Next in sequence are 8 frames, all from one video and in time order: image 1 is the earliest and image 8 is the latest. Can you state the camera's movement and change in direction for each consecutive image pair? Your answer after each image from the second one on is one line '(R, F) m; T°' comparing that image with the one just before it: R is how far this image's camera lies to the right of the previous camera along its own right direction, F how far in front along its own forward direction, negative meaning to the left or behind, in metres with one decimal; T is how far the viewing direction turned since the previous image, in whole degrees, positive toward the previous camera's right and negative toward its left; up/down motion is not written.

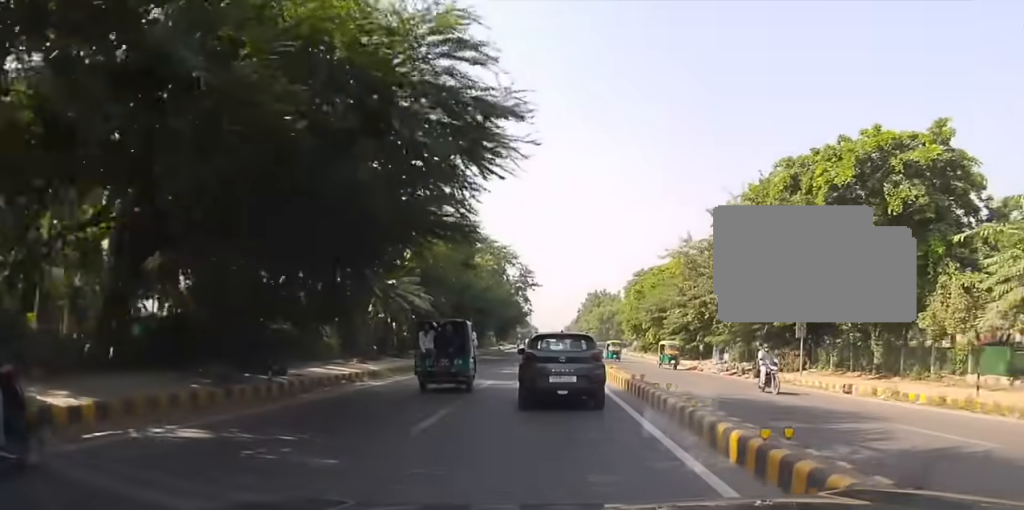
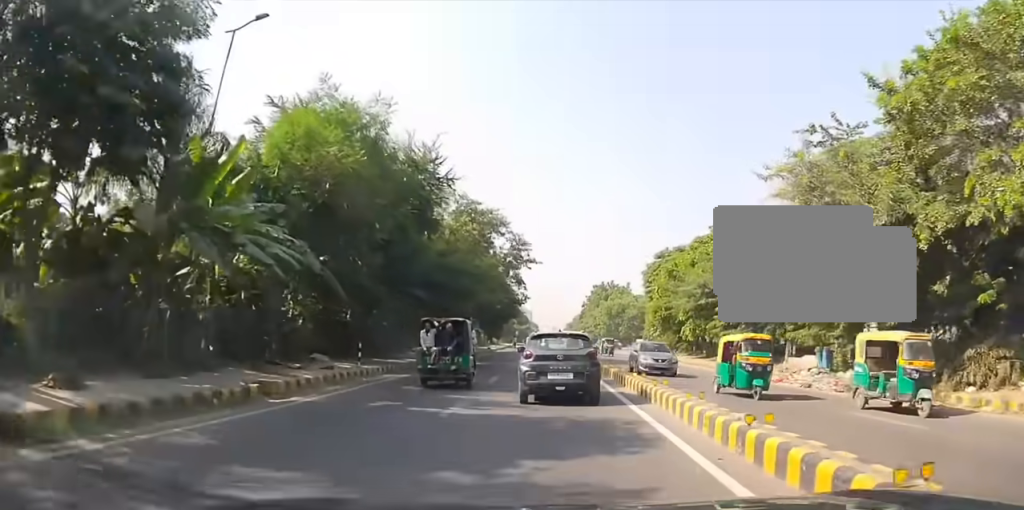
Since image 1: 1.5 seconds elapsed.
(0.0, +27.2) m; 0°
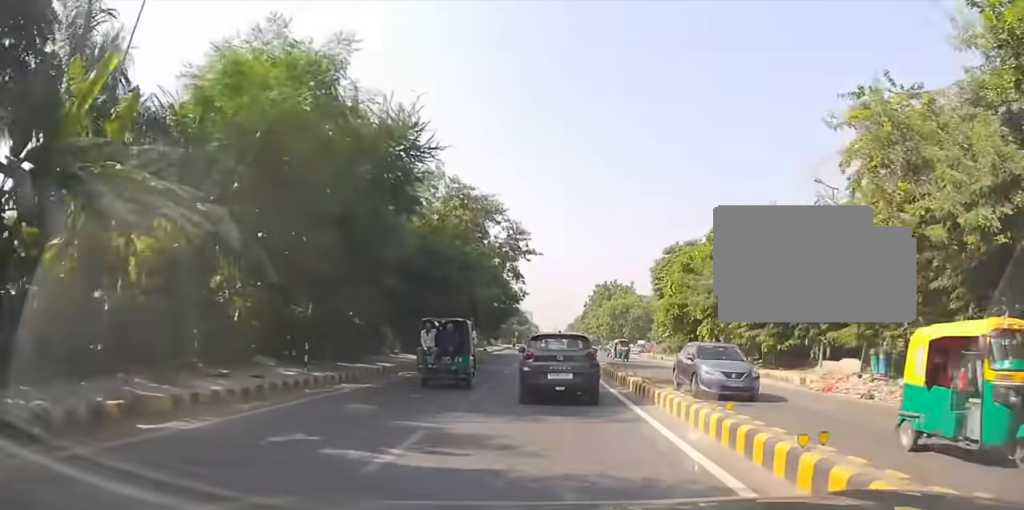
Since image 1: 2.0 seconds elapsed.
(0.0, +9.1) m; 0°
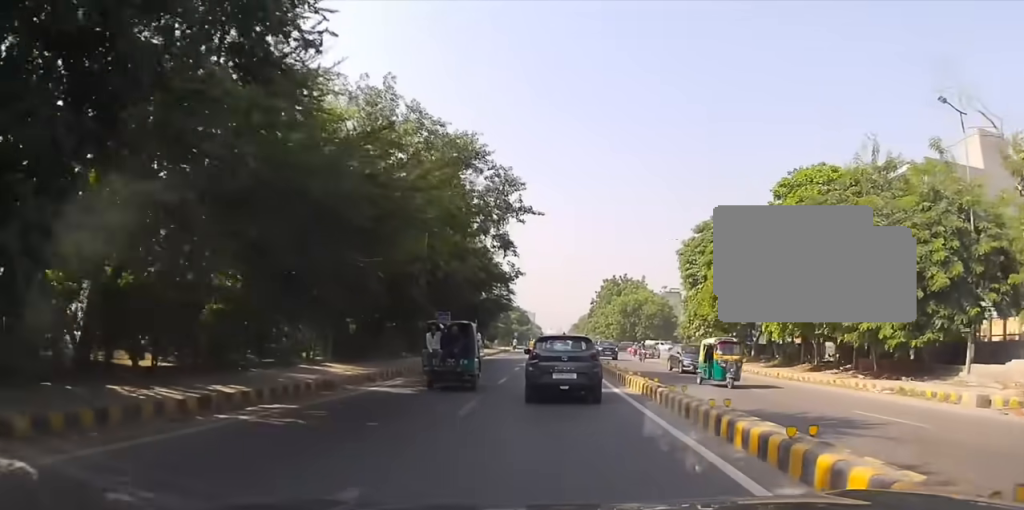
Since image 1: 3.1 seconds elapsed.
(0.0, +24.3) m; 0°
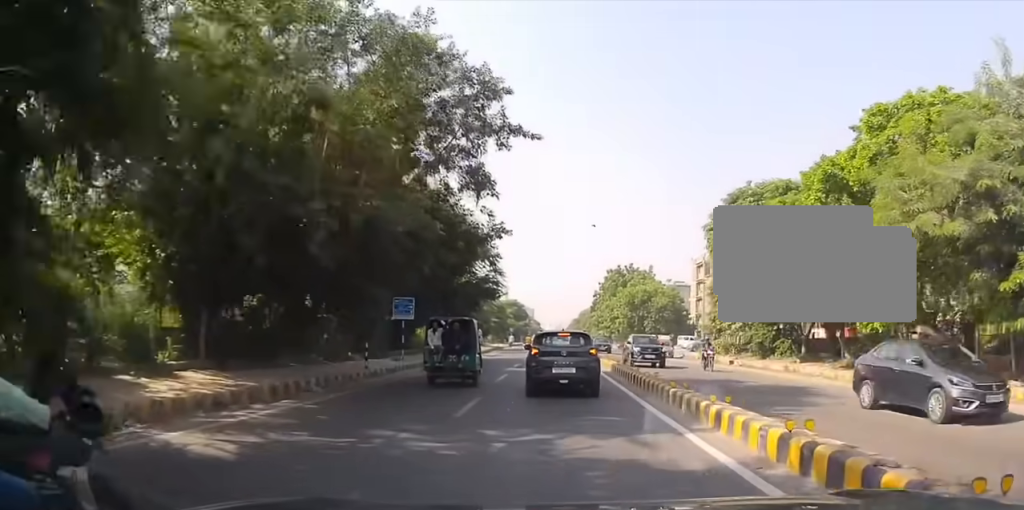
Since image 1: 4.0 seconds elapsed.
(0.0, +20.1) m; 0°
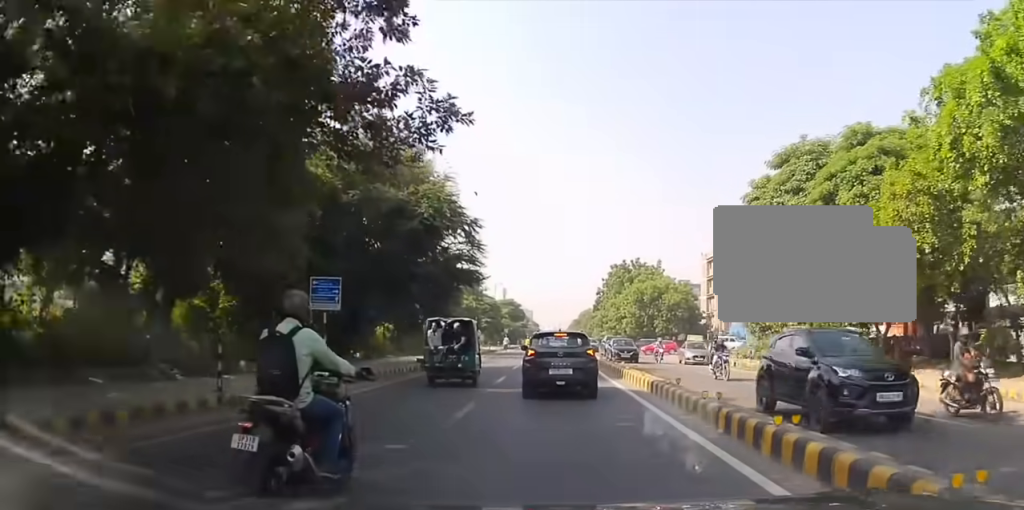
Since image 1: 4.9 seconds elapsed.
(0.0, +20.5) m; 0°
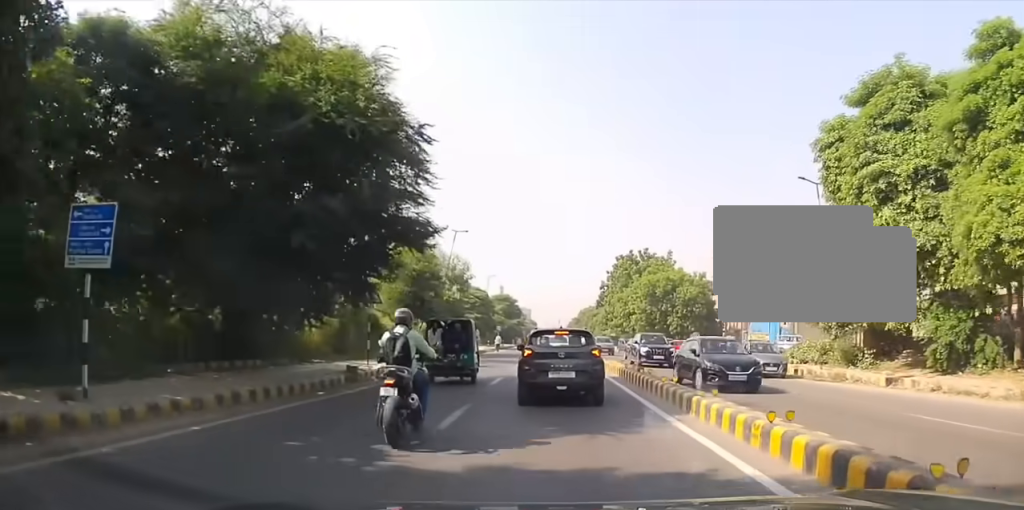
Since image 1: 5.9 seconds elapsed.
(0.0, +23.7) m; 0°
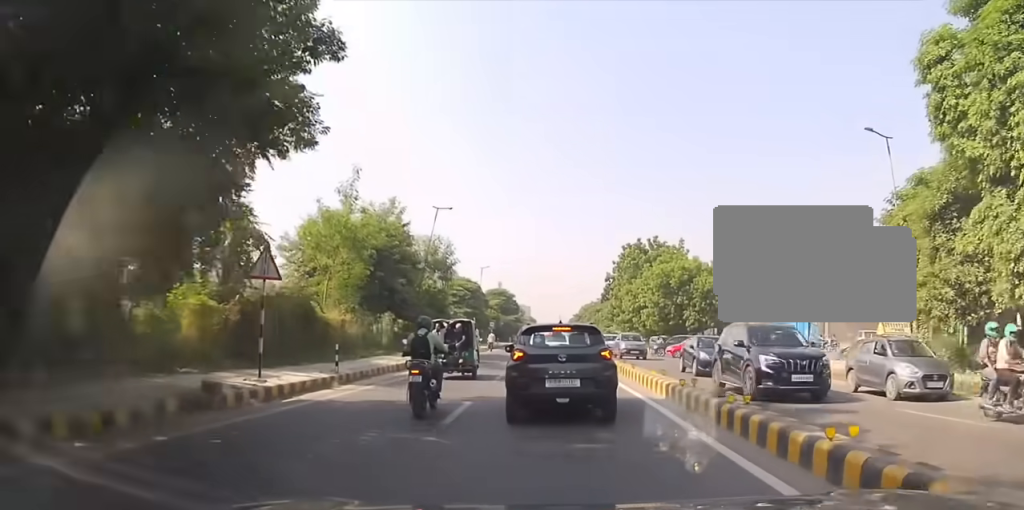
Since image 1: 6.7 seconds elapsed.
(0.0, +11.3) m; 0°
